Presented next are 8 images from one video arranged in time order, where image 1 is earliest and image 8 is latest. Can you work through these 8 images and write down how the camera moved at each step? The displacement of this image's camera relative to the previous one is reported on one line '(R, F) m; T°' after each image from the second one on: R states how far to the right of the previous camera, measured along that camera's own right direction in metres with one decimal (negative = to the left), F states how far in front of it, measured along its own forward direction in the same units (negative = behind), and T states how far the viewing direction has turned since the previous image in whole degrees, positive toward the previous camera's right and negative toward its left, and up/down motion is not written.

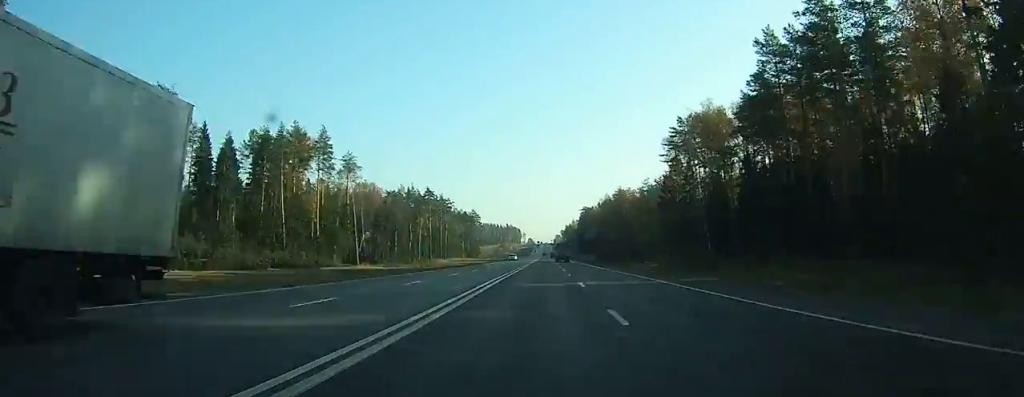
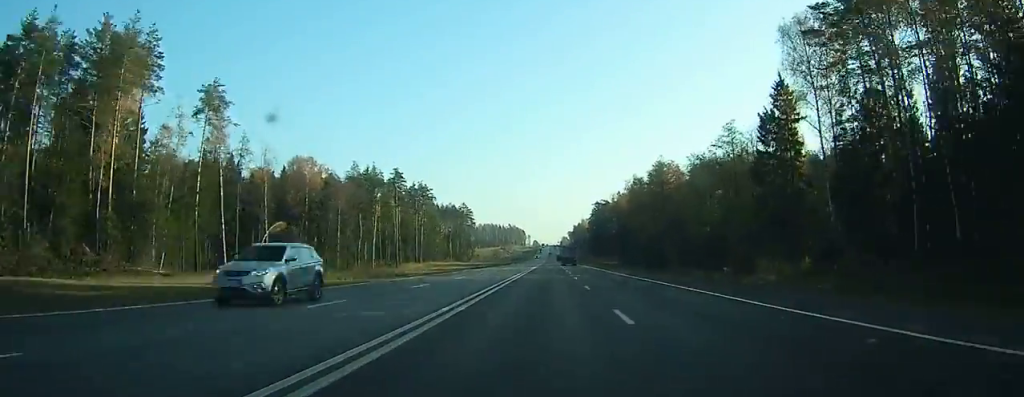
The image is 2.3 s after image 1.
(0.0, +59.3) m; 0°
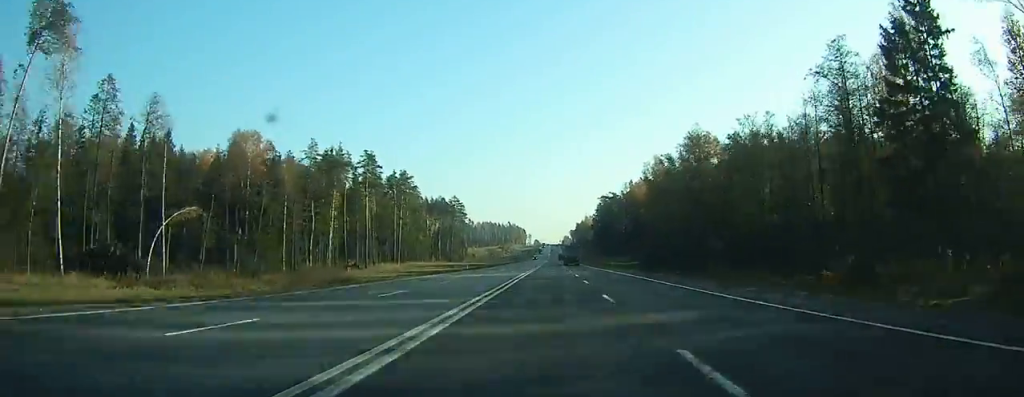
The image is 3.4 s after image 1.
(0.0, +30.1) m; 0°
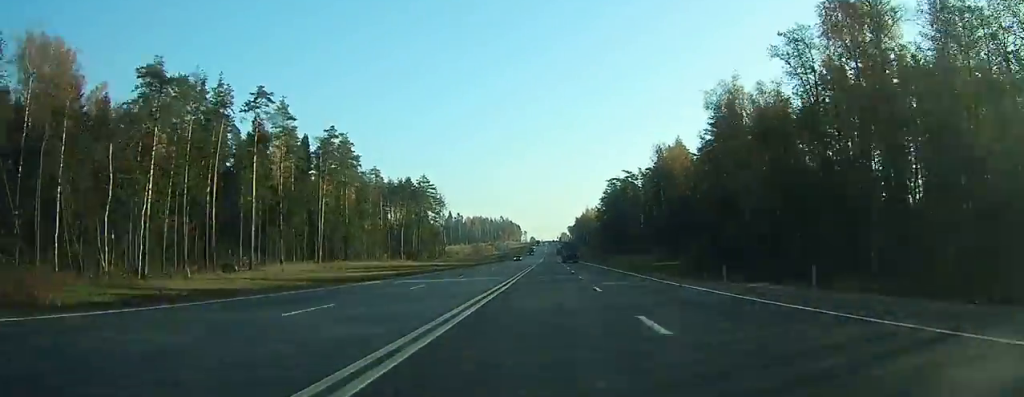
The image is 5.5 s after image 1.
(0.0, +55.5) m; 0°
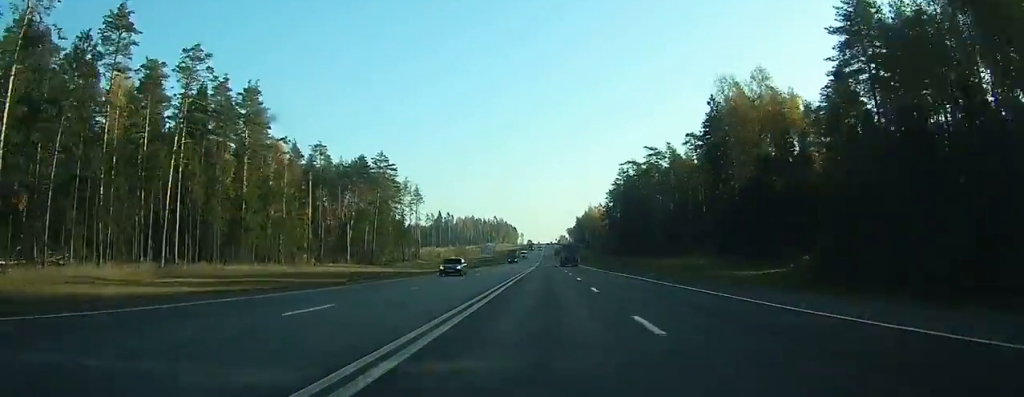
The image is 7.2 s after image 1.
(+0.1, +47.2) m; 0°
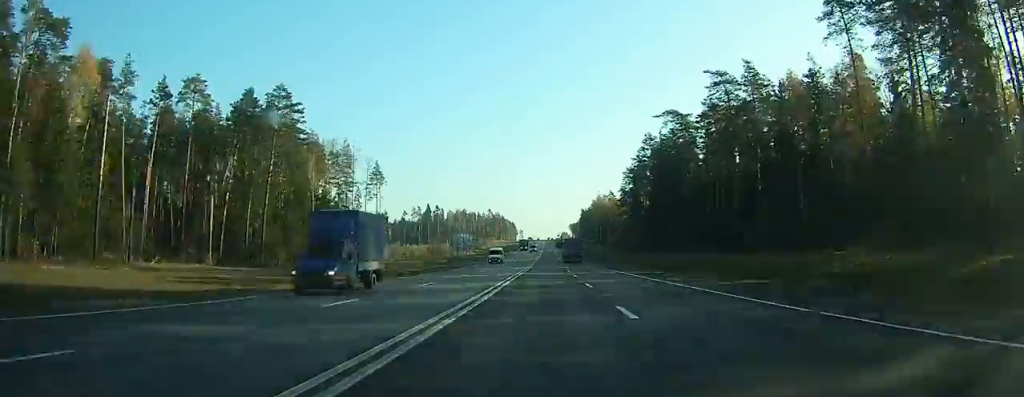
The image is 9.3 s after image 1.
(0.0, +57.1) m; 0°
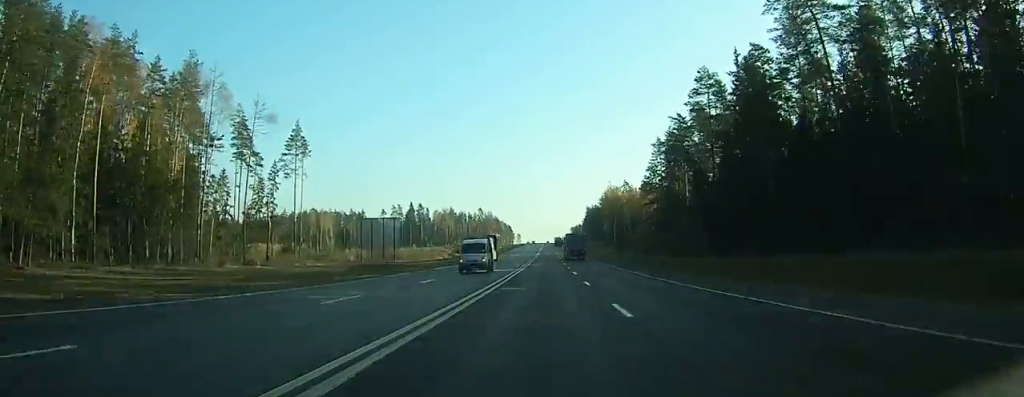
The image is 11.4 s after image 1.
(-0.3, +59.5) m; 0°
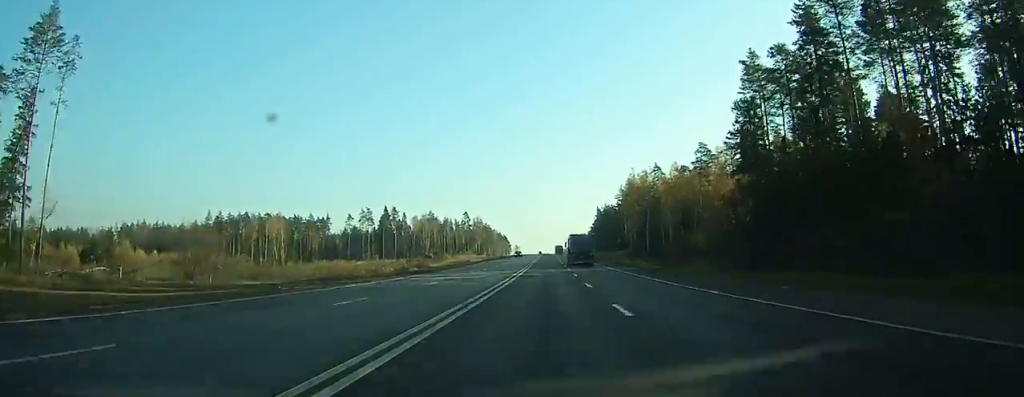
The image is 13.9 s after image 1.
(+0.1, +70.9) m; 0°
